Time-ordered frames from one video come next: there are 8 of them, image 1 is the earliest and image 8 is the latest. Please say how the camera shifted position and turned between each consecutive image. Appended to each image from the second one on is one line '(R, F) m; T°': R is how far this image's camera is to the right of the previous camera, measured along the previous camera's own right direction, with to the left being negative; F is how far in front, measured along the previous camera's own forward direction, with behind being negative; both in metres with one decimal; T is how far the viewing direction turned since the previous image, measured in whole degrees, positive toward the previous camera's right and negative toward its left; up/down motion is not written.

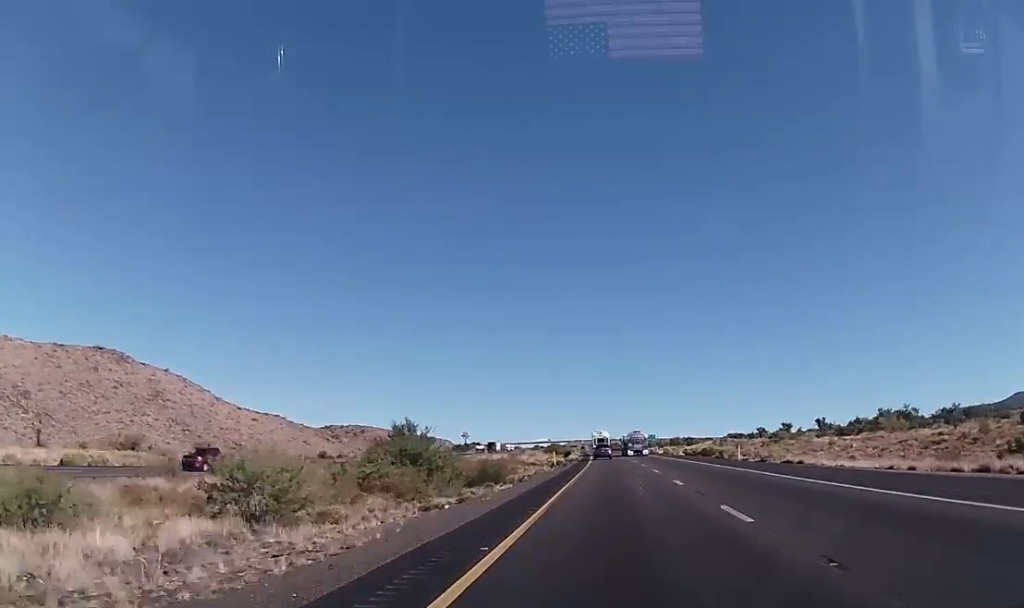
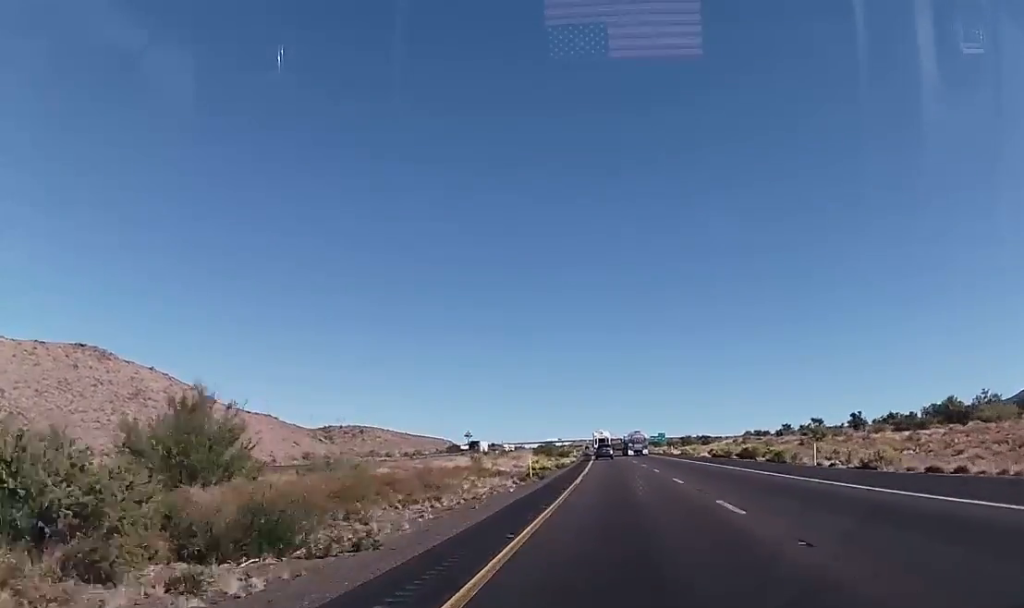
(-0.1, +22.4) m; -1°
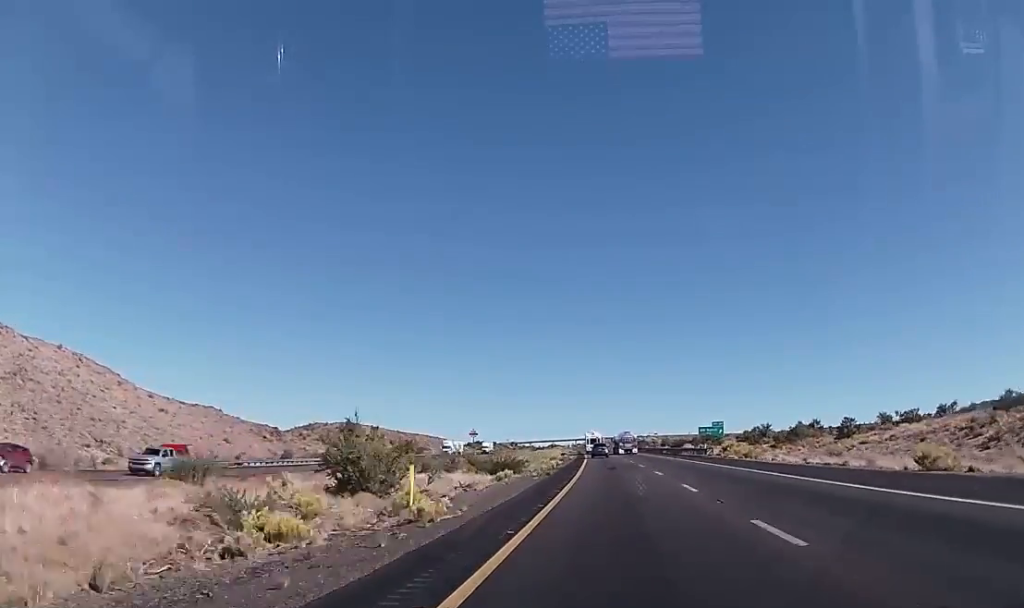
(-1.6, +101.2) m; -1°
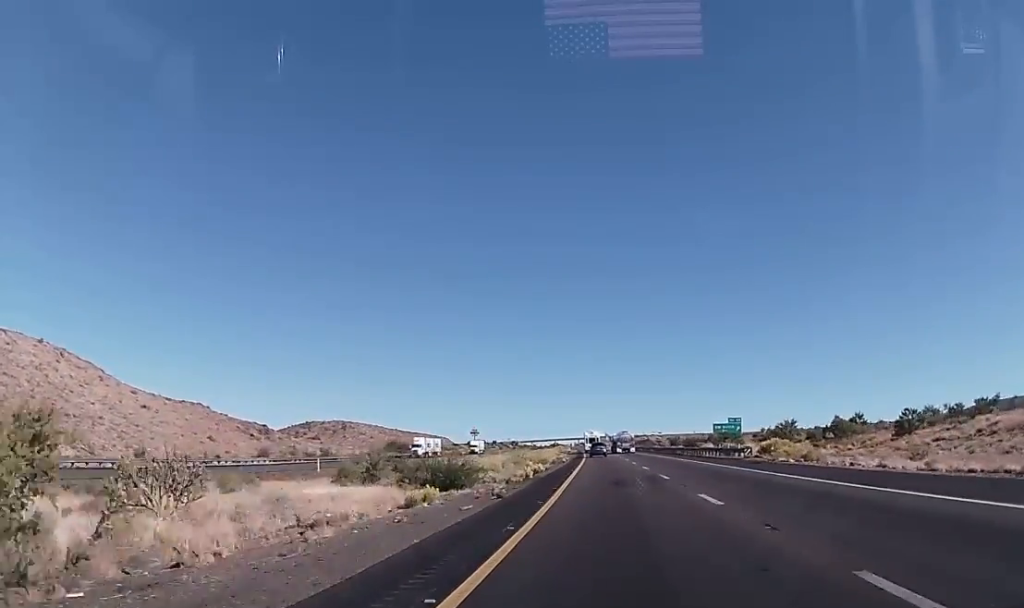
(+0.1, +17.4) m; -1°
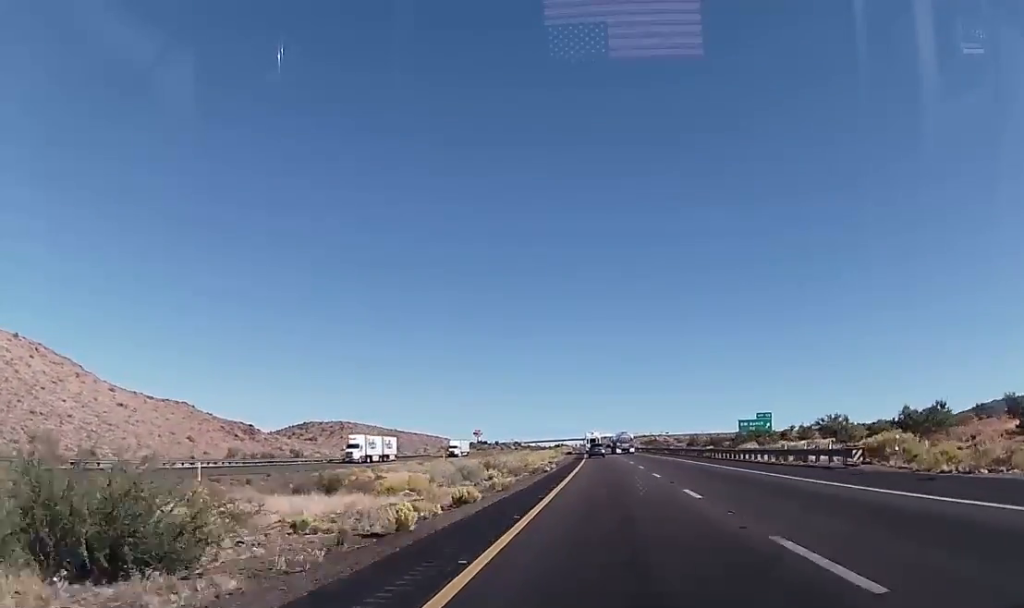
(-0.3, +21.8) m; -1°
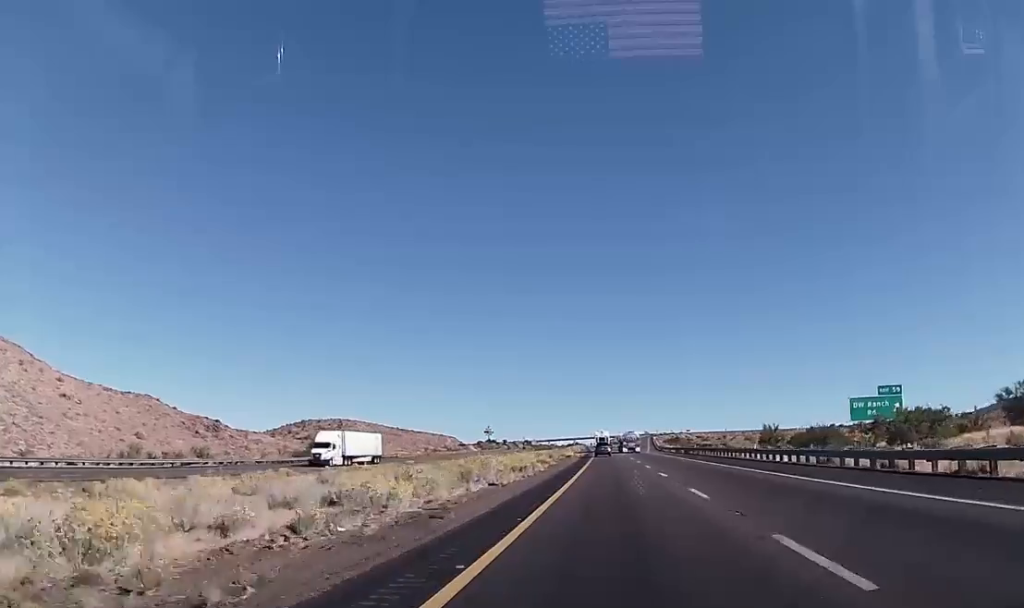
(-0.3, +48.1) m; 0°
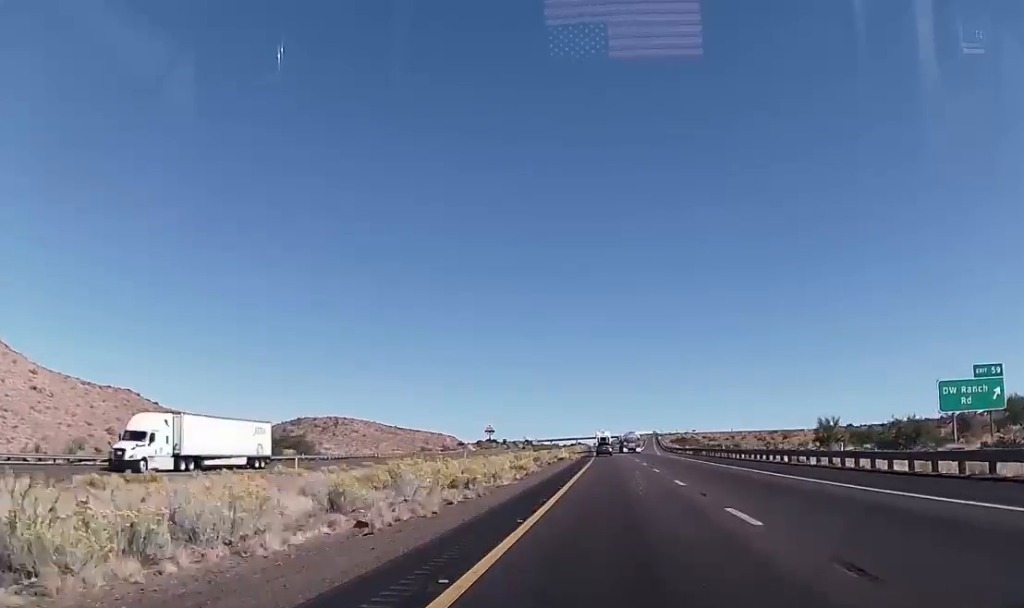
(0.0, +18.7) m; 0°
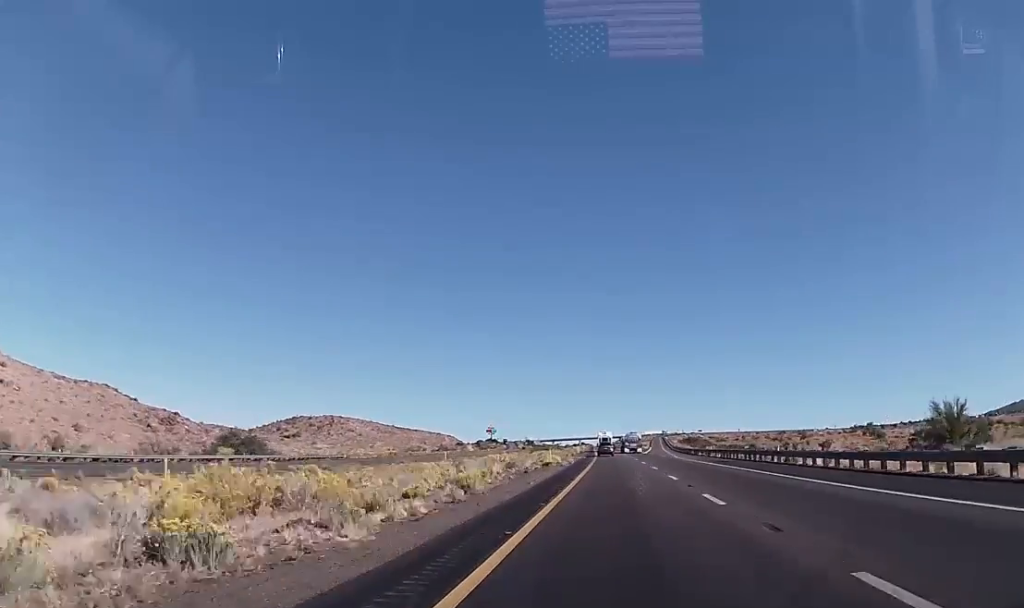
(0.0, +19.9) m; 0°
